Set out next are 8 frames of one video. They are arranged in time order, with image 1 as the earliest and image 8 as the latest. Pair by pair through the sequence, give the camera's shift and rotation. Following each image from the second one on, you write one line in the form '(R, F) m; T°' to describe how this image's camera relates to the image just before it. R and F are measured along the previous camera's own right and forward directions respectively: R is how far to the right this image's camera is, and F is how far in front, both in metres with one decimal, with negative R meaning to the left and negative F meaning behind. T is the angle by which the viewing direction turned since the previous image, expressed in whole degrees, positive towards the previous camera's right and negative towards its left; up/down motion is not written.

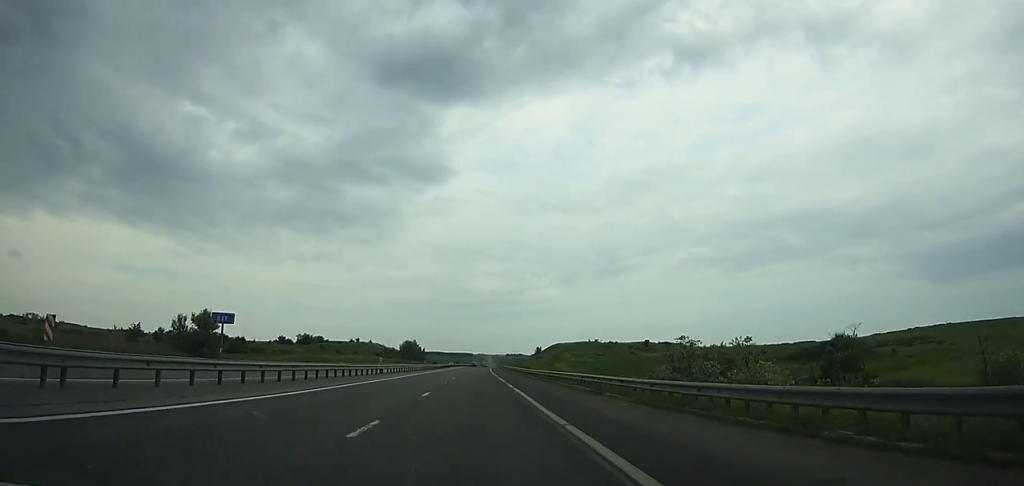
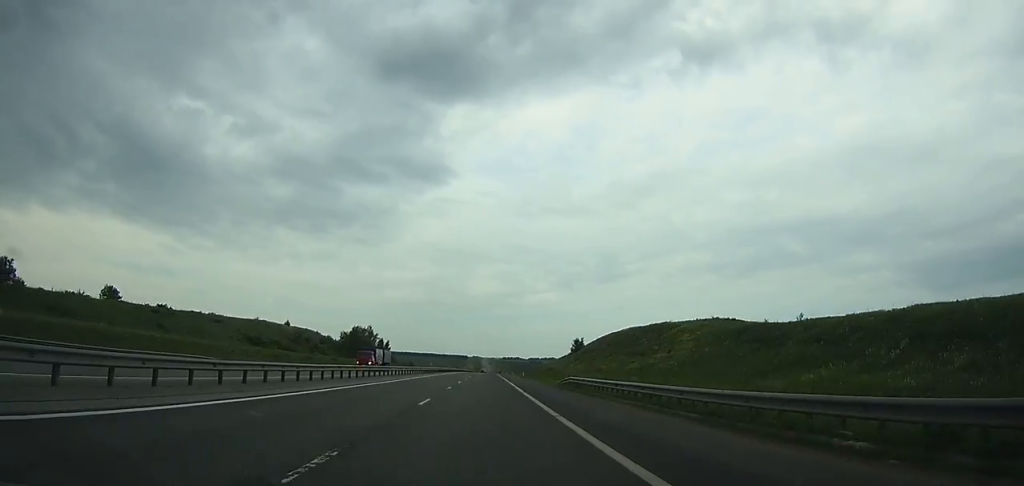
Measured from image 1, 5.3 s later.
(-0.1, +122.8) m; 0°
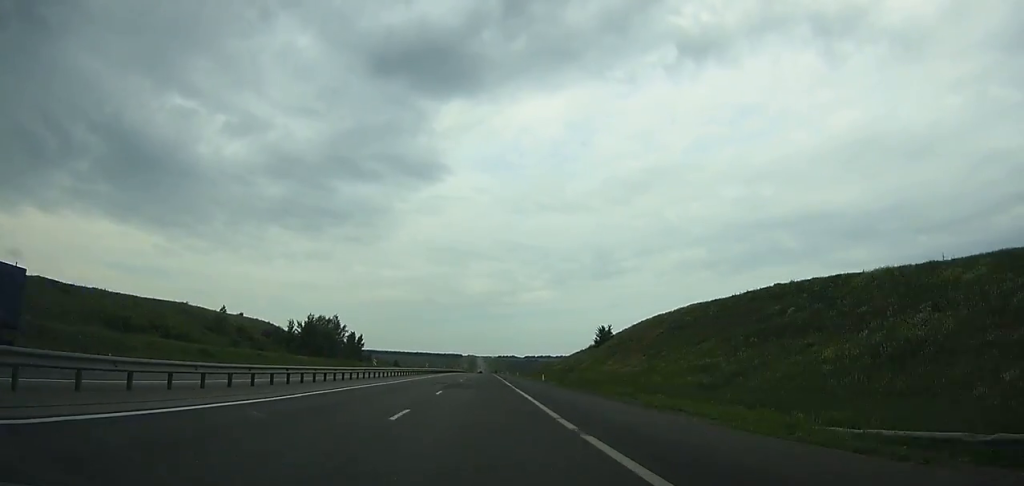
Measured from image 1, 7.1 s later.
(+0.1, +41.1) m; 0°
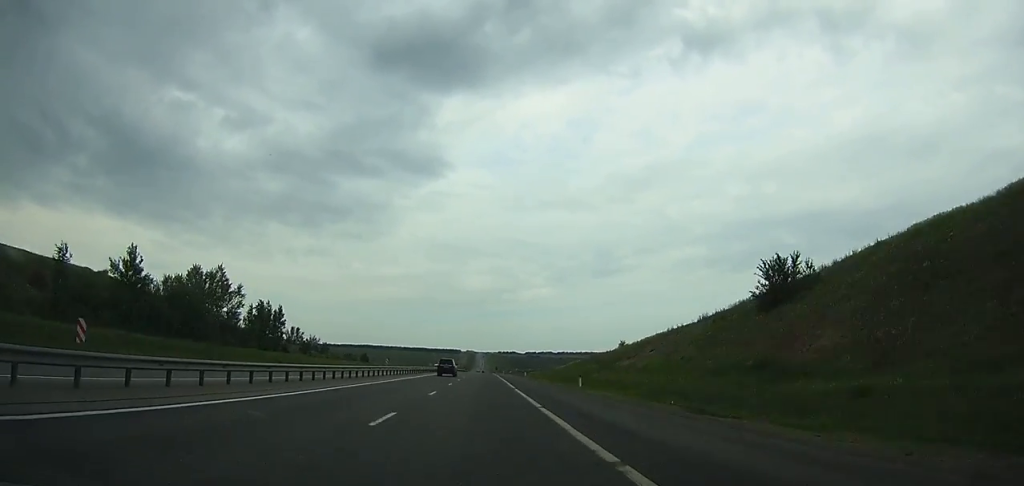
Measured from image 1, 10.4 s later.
(+0.6, +74.8) m; 0°
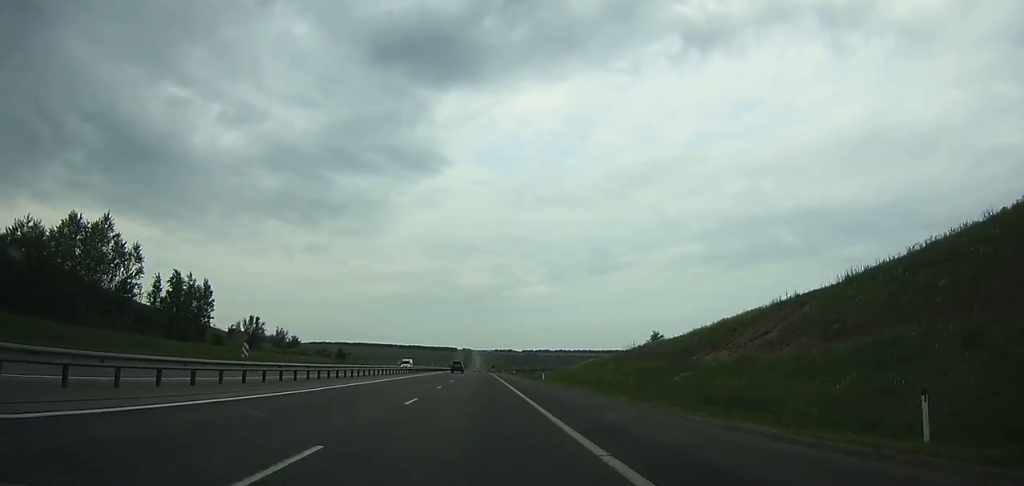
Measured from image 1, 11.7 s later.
(+0.1, +29.4) m; 0°
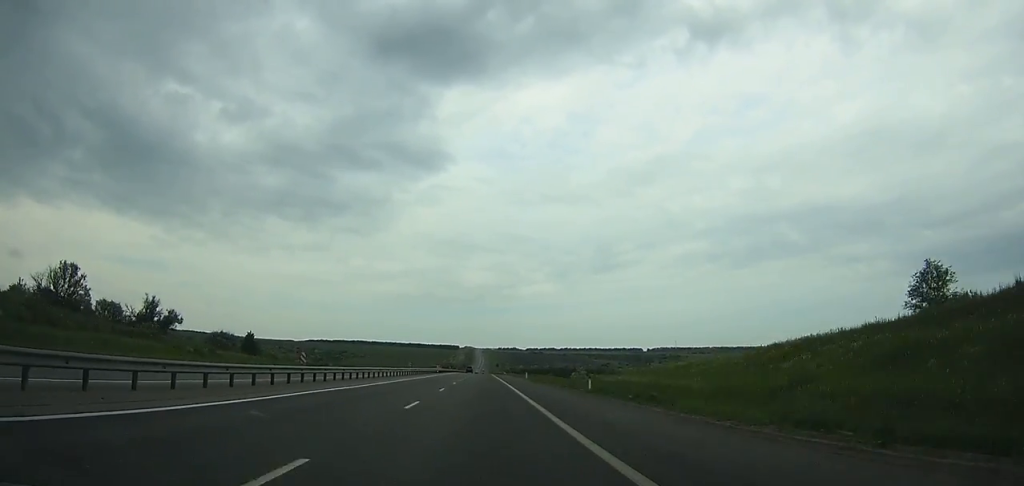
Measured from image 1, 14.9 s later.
(-0.2, +72.6) m; 0°
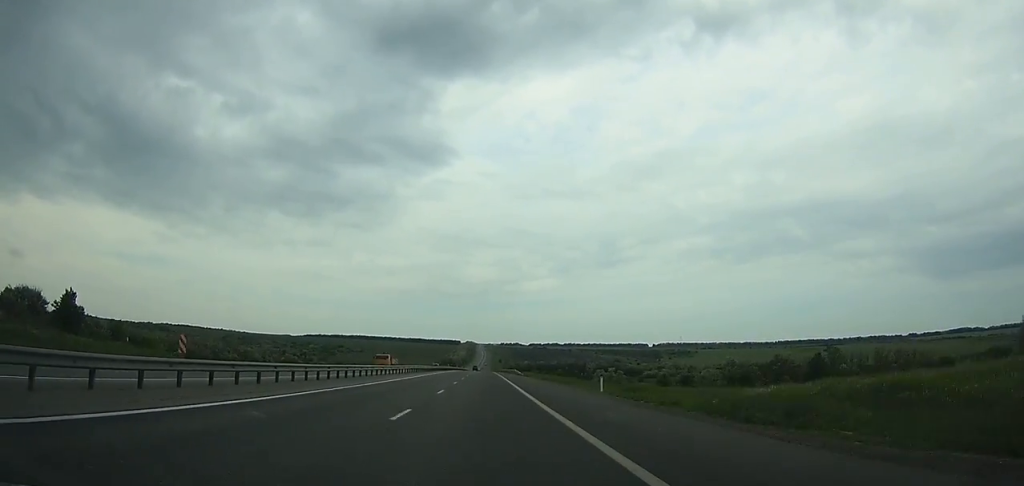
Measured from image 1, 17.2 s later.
(-0.1, +52.7) m; 0°
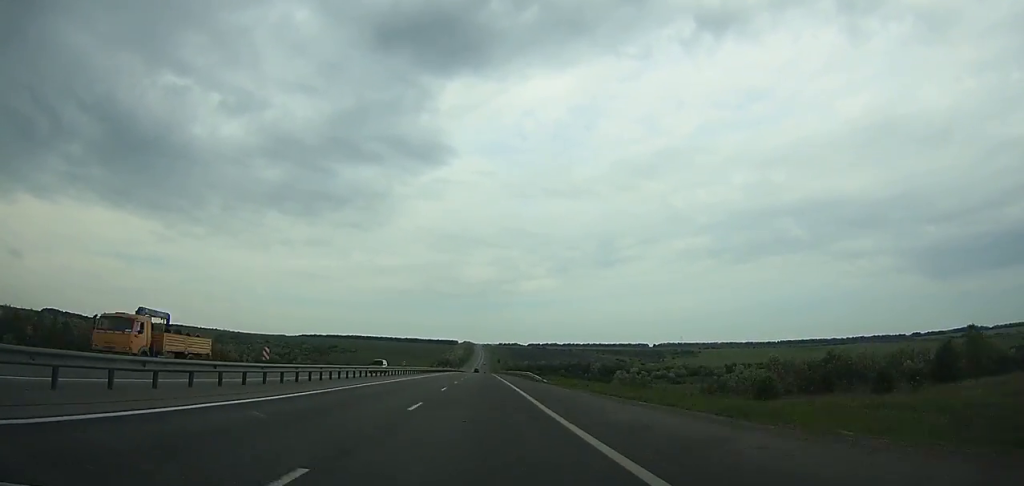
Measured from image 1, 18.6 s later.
(0.0, +32.4) m; 0°
